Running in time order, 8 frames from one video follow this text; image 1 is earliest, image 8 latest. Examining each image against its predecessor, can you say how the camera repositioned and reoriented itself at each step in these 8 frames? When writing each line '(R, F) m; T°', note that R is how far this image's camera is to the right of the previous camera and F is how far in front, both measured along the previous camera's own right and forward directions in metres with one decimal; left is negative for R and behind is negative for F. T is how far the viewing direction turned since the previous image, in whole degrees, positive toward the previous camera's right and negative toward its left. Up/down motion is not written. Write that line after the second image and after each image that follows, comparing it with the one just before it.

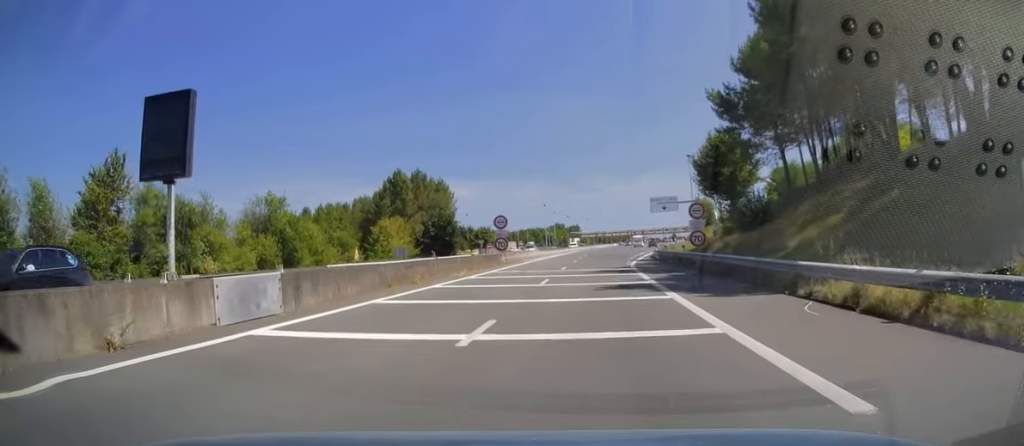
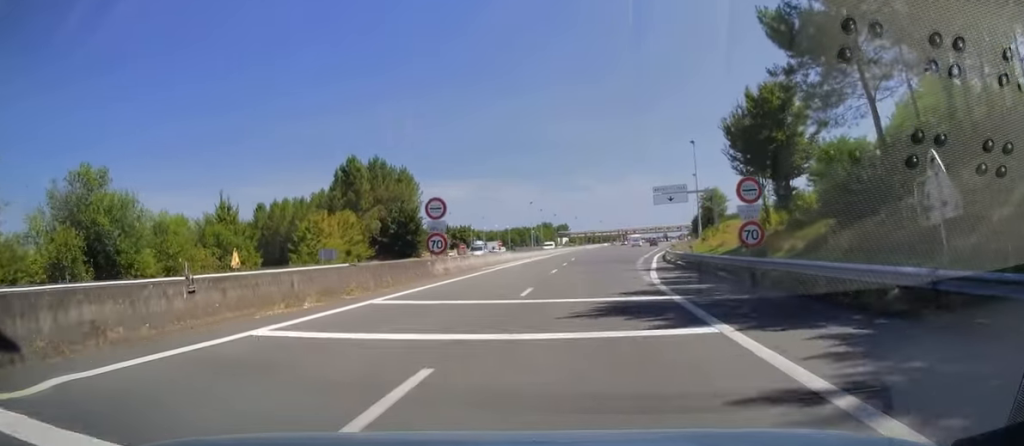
(+0.2, +18.1) m; +1°
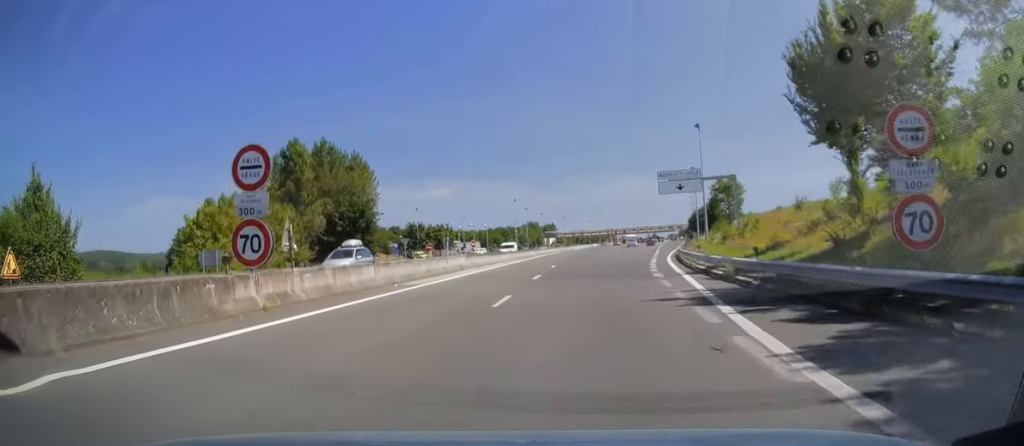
(+0.2, +16.5) m; +1°
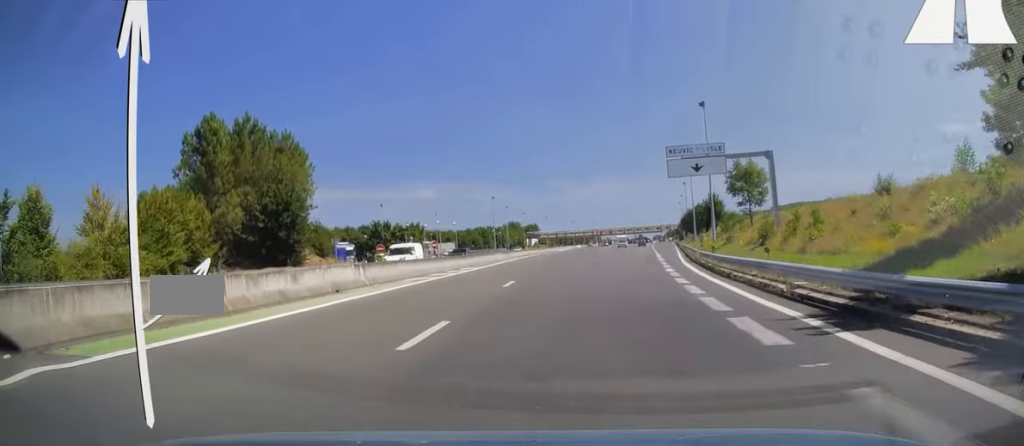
(+0.1, +16.6) m; +1°
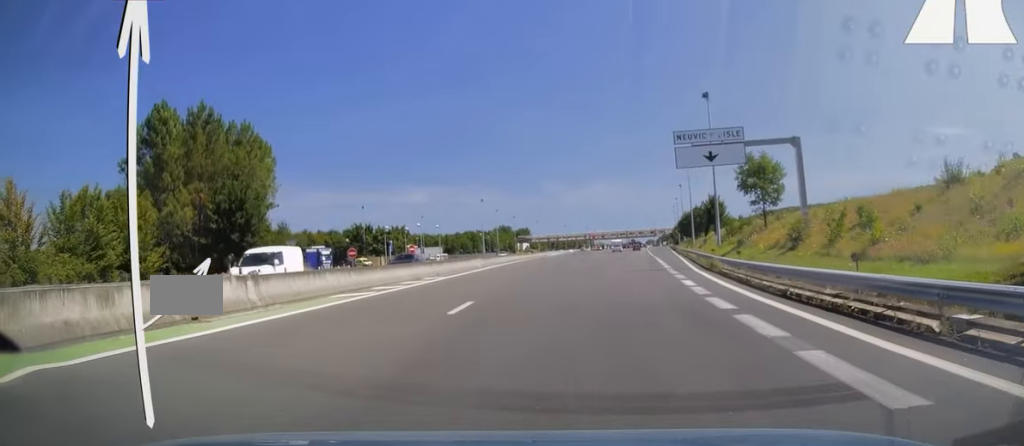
(+0.1, +7.4) m; +1°
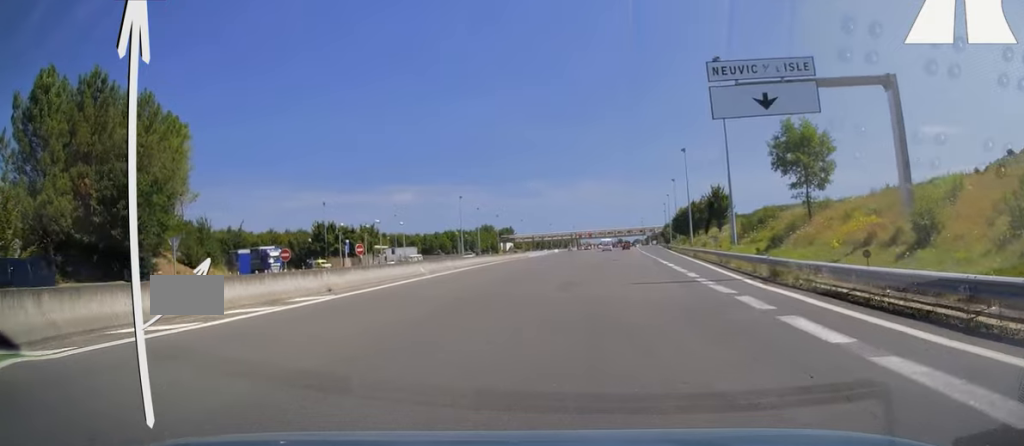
(+0.2, +14.1) m; +1°
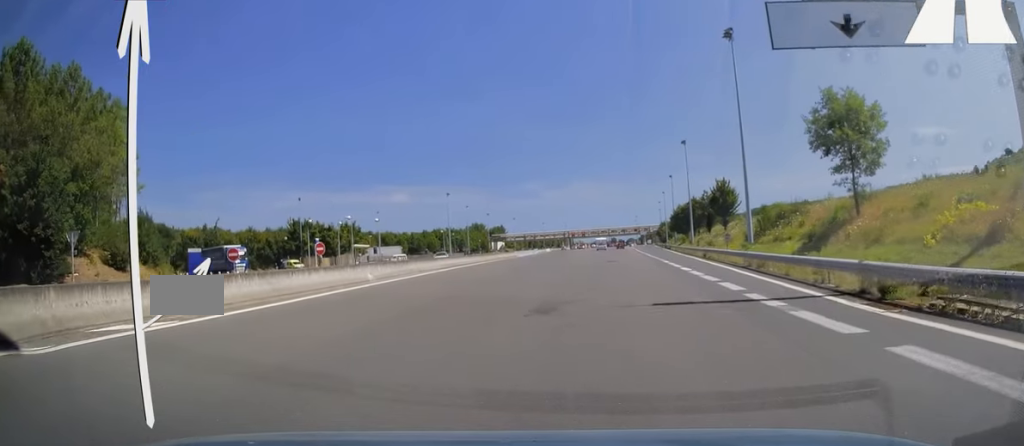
(+0.1, +8.3) m; 0°
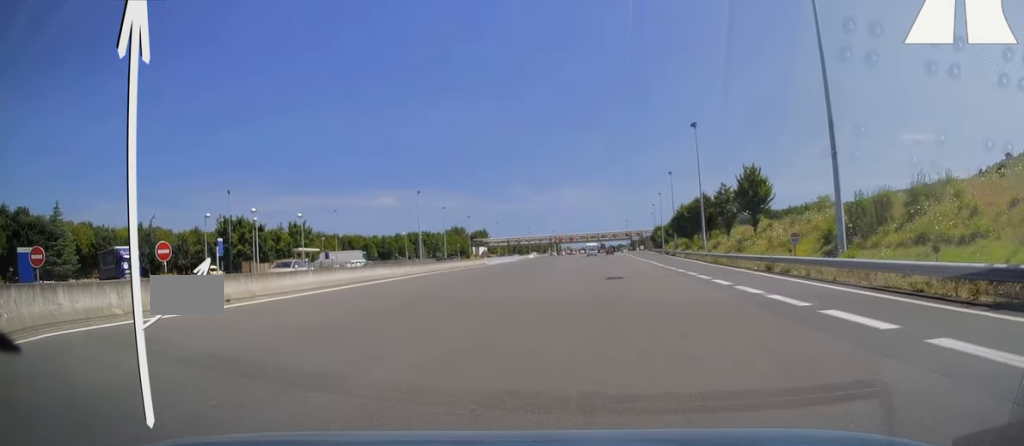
(+0.1, +21.1) m; +1°
